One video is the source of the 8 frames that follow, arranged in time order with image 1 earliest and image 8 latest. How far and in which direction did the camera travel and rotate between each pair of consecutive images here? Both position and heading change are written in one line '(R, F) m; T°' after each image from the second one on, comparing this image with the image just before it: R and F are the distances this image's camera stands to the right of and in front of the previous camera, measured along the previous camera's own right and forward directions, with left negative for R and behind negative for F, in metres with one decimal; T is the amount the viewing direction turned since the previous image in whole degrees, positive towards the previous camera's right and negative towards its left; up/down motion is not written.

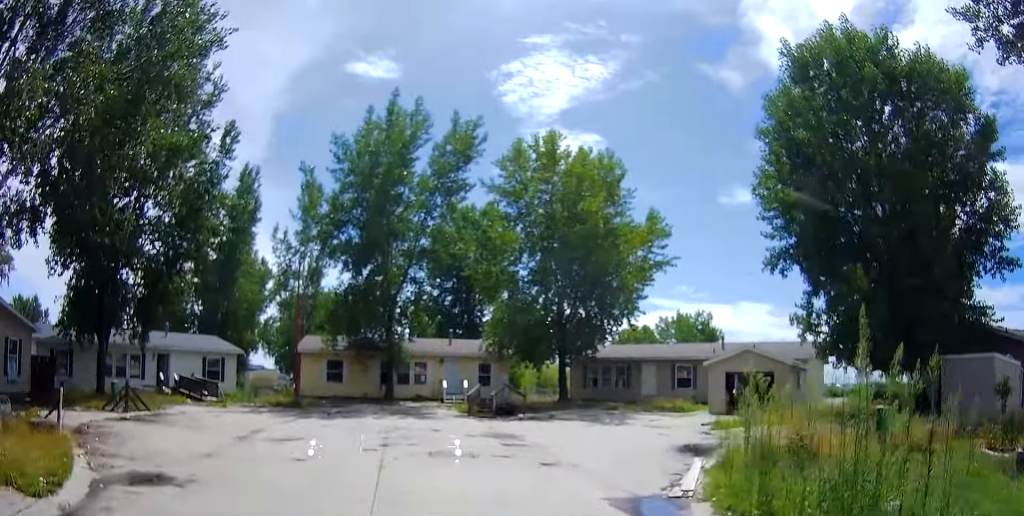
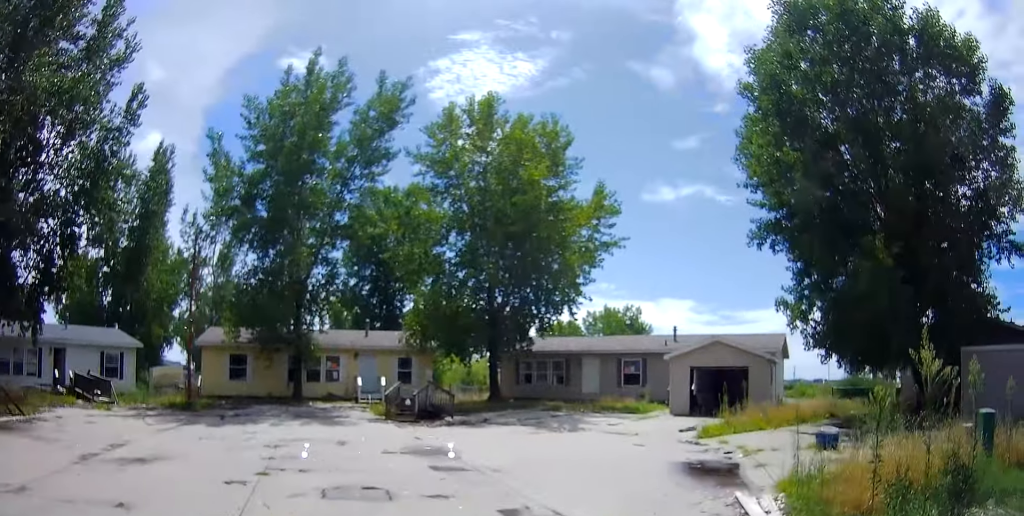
(+0.4, +4.9) m; +10°
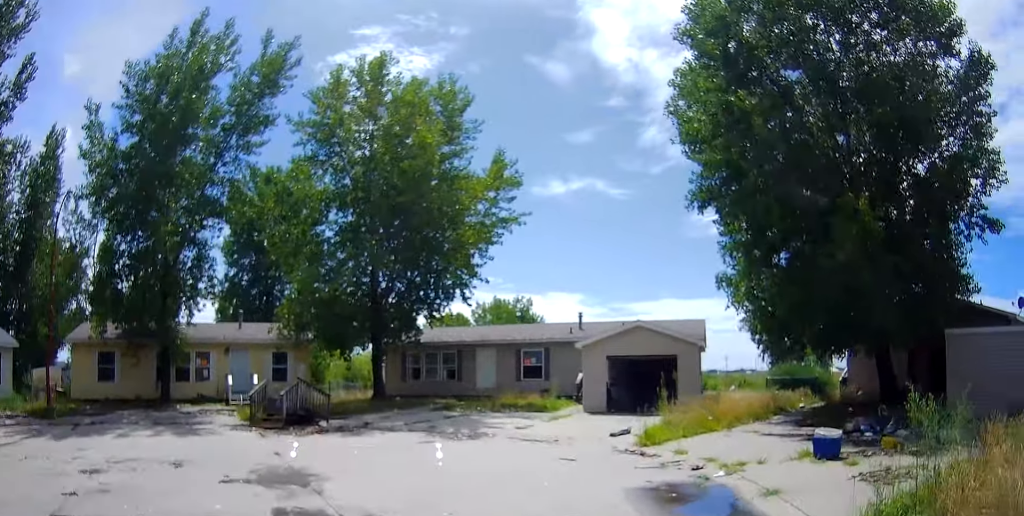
(+0.4, +4.1) m; +8°
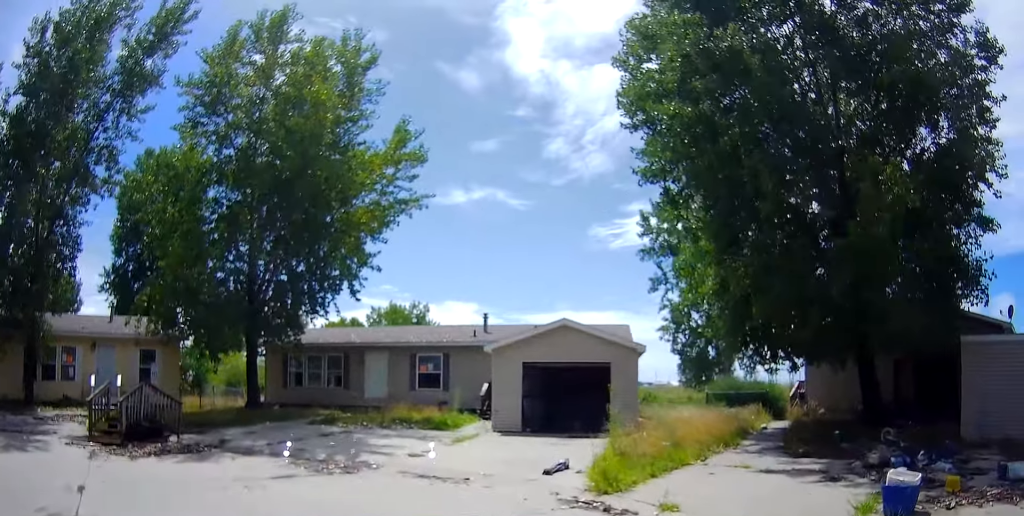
(+0.3, +4.7) m; -1°
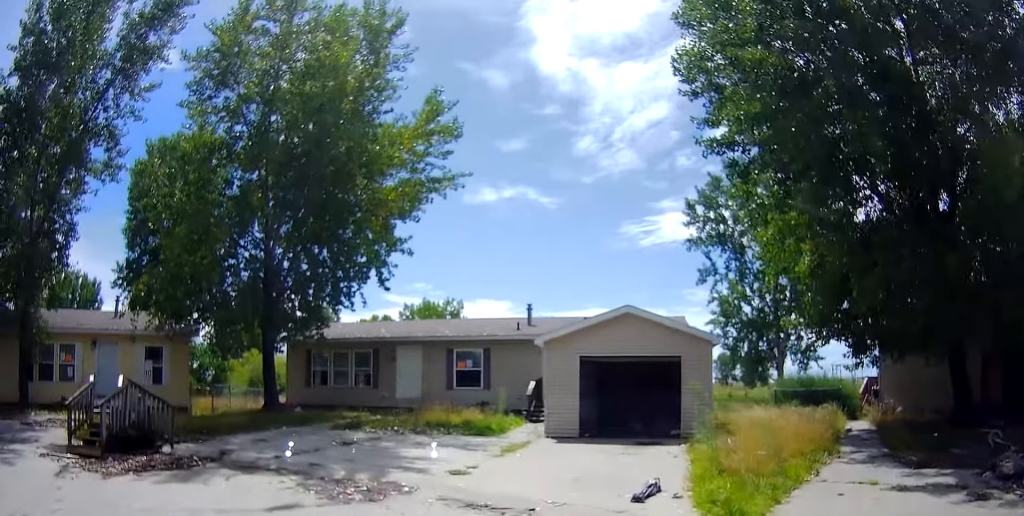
(0.0, +2.7) m; -9°
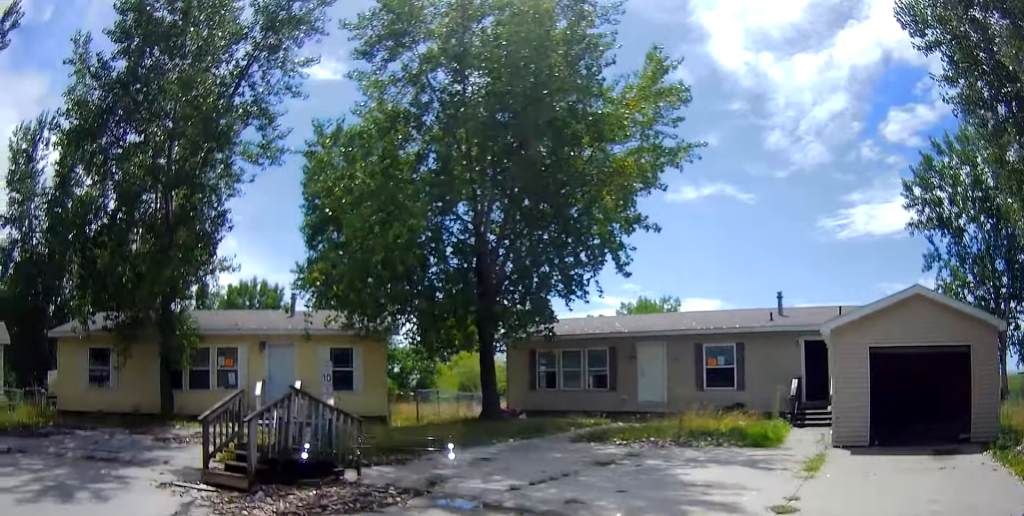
(-0.6, +3.0) m; -17°
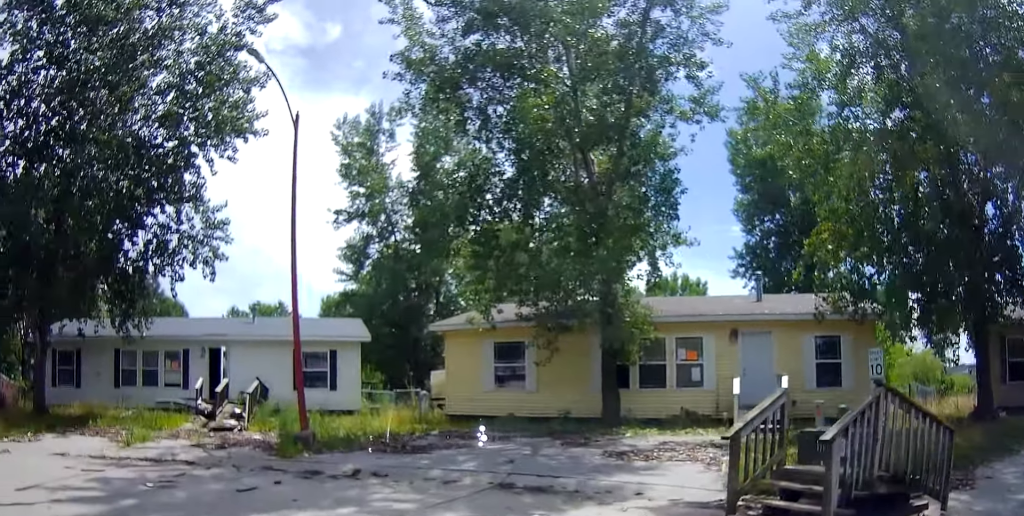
(-0.9, +2.9) m; -59°
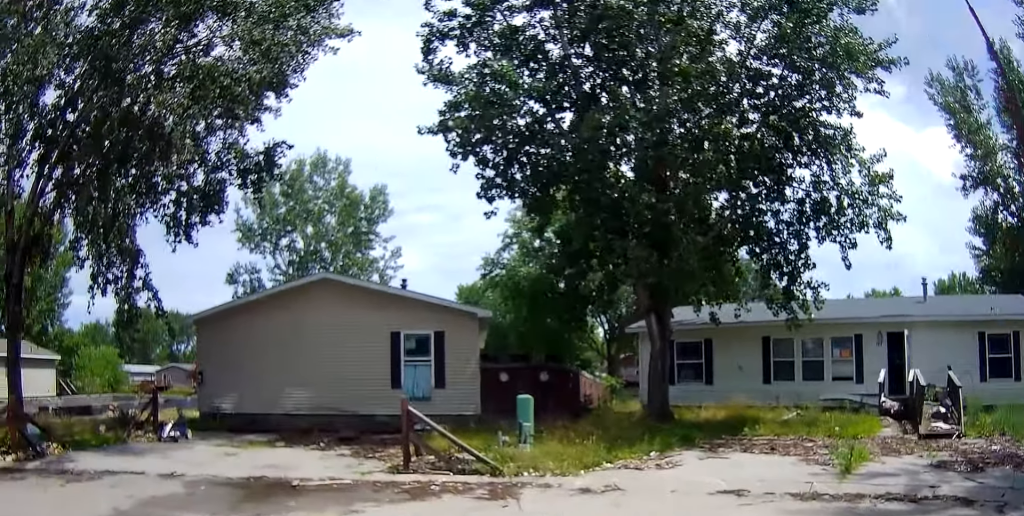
(-2.5, +2.3) m; -69°
